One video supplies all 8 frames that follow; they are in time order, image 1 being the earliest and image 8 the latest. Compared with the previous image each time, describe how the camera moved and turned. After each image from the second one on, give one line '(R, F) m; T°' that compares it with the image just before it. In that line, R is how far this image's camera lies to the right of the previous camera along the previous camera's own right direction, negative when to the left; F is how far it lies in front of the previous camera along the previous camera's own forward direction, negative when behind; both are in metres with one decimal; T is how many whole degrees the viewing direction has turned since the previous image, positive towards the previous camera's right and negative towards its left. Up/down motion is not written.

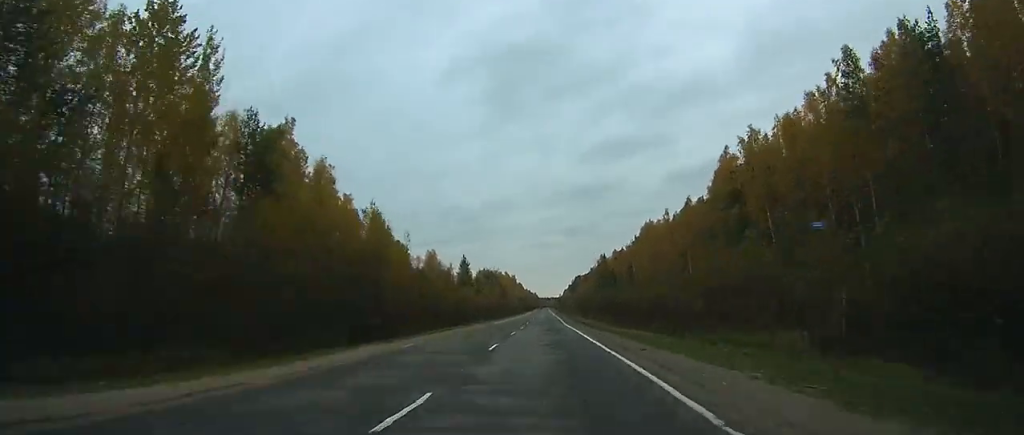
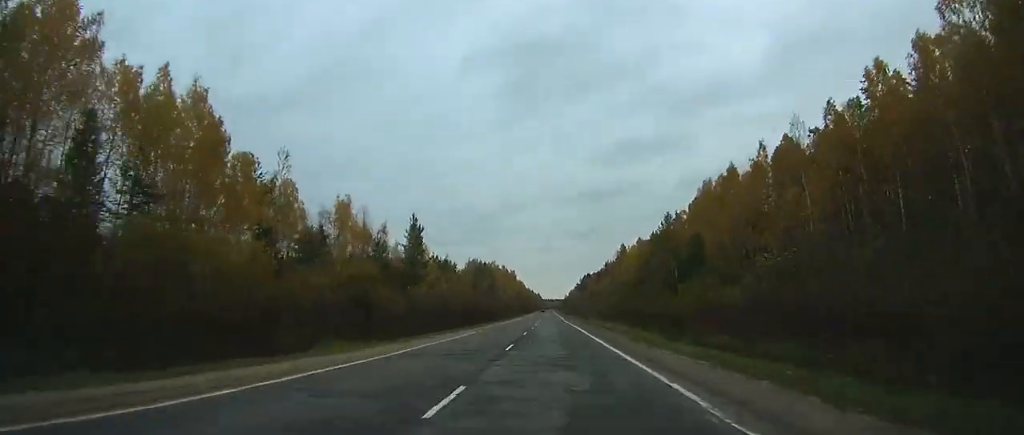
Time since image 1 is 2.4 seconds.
(-0.1, +55.6) m; +1°
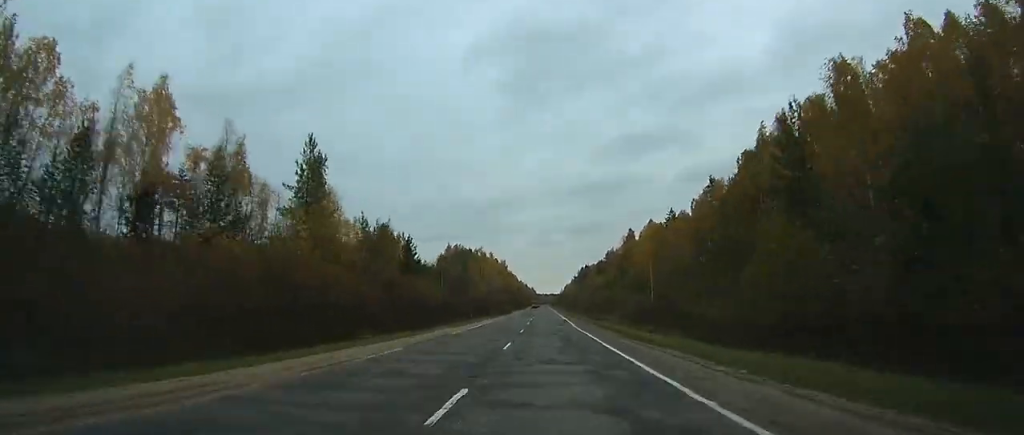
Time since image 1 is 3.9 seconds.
(-0.8, +36.3) m; +4°
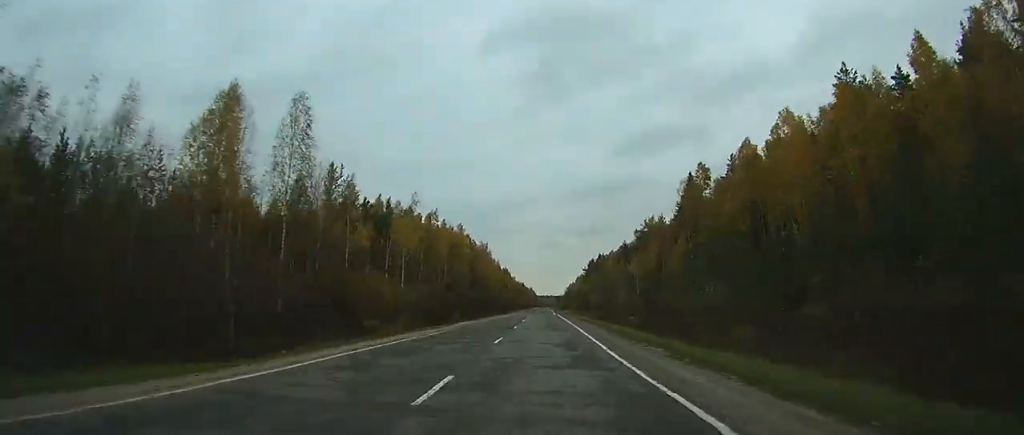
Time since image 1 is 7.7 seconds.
(-6.2, +94.3) m; -10°
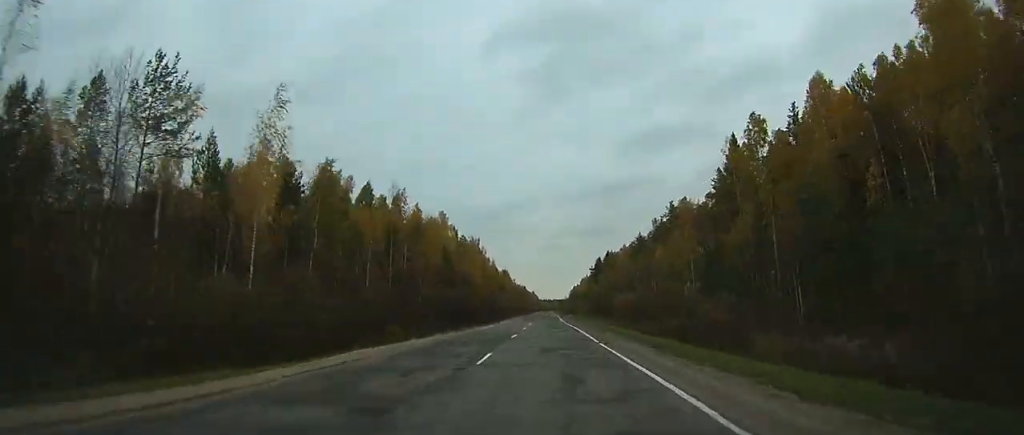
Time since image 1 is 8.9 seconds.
(+0.6, +30.4) m; +3°
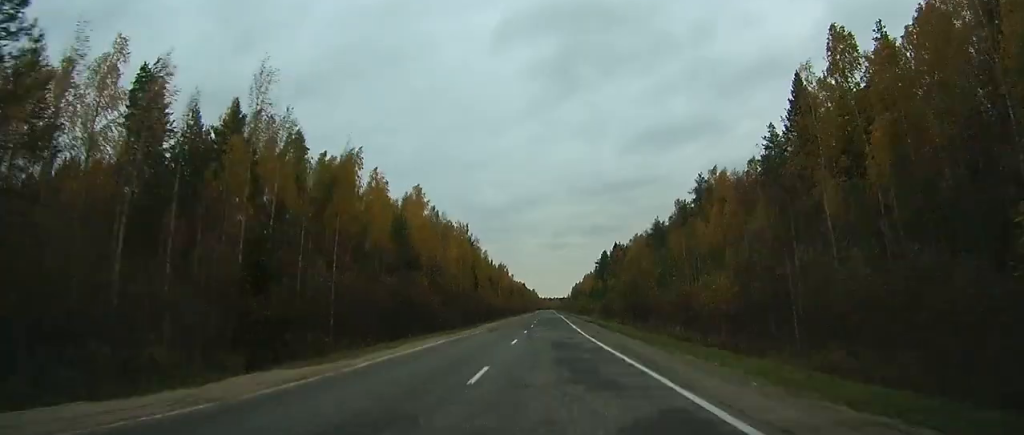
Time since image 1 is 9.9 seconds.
(-0.2, +26.9) m; +4°
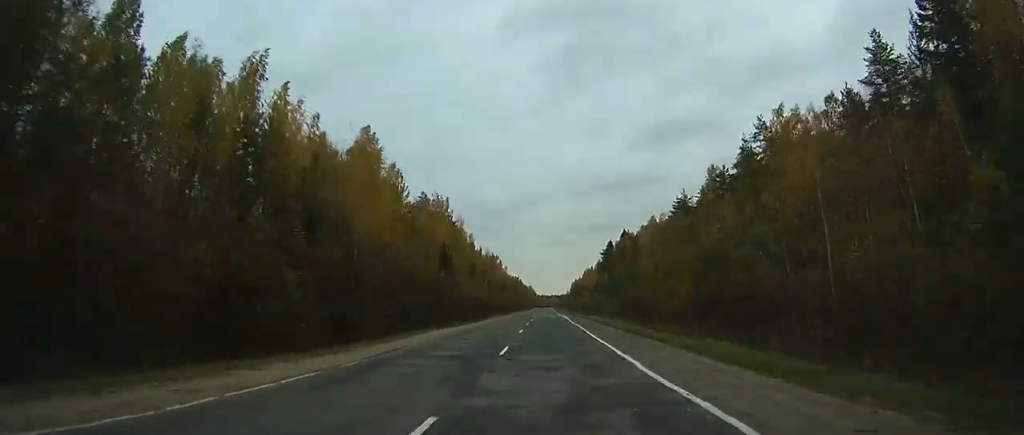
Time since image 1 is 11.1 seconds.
(+2.7, +27.0) m; -2°
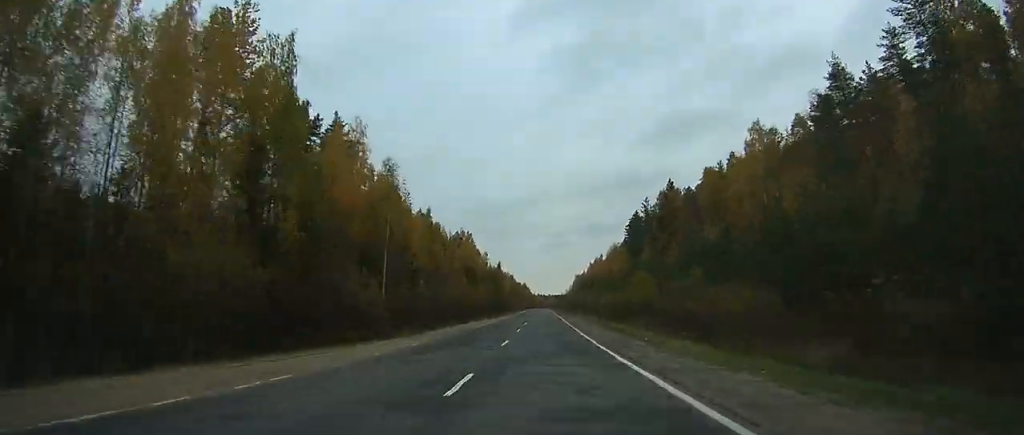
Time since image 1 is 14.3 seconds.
(-5.7, +83.4) m; -5°
